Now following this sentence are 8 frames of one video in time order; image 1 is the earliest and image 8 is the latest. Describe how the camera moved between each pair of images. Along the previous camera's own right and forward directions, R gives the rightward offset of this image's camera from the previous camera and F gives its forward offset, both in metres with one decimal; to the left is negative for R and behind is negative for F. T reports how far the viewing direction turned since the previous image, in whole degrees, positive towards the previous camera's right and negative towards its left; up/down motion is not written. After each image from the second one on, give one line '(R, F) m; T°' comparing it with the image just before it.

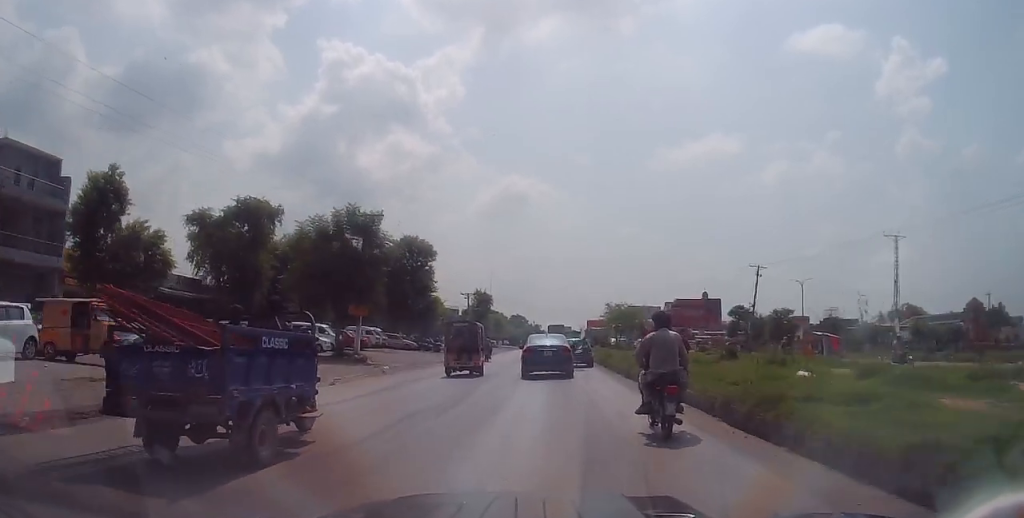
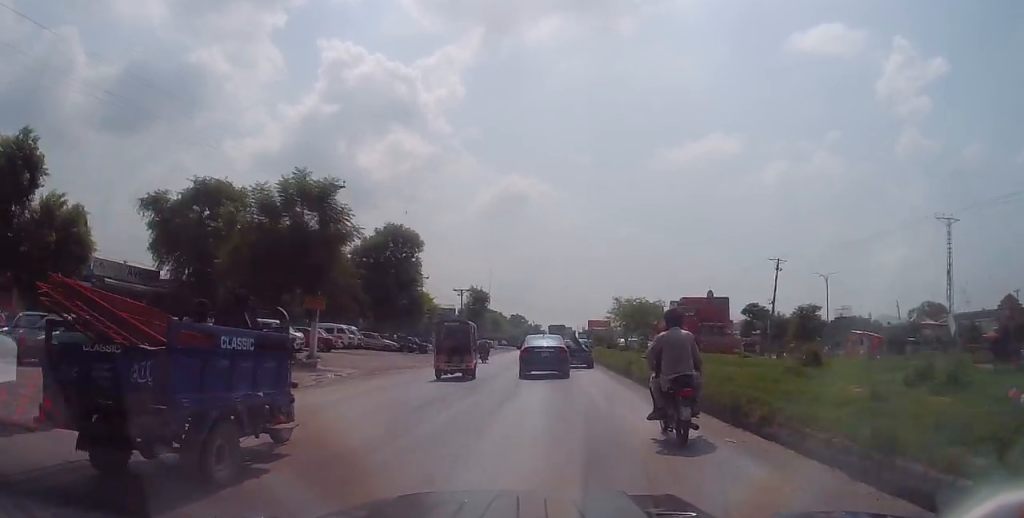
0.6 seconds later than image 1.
(-0.5, +7.4) m; 0°
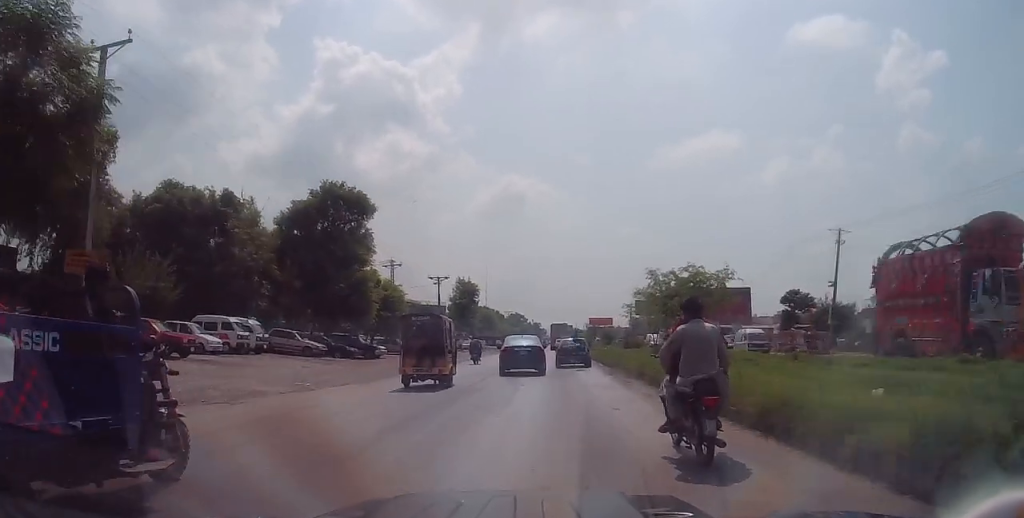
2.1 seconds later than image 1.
(+0.4, +17.5) m; +1°
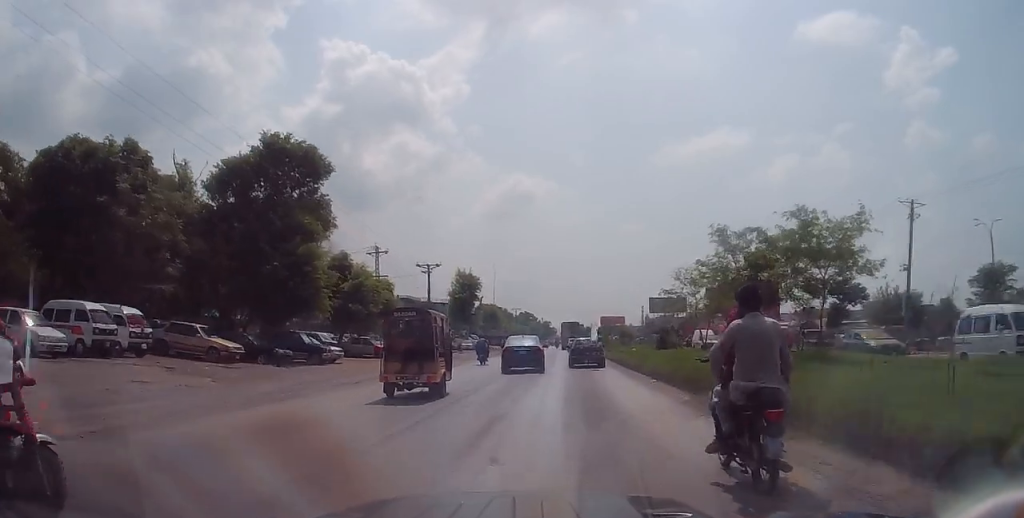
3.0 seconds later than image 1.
(-0.3, +11.5) m; +1°
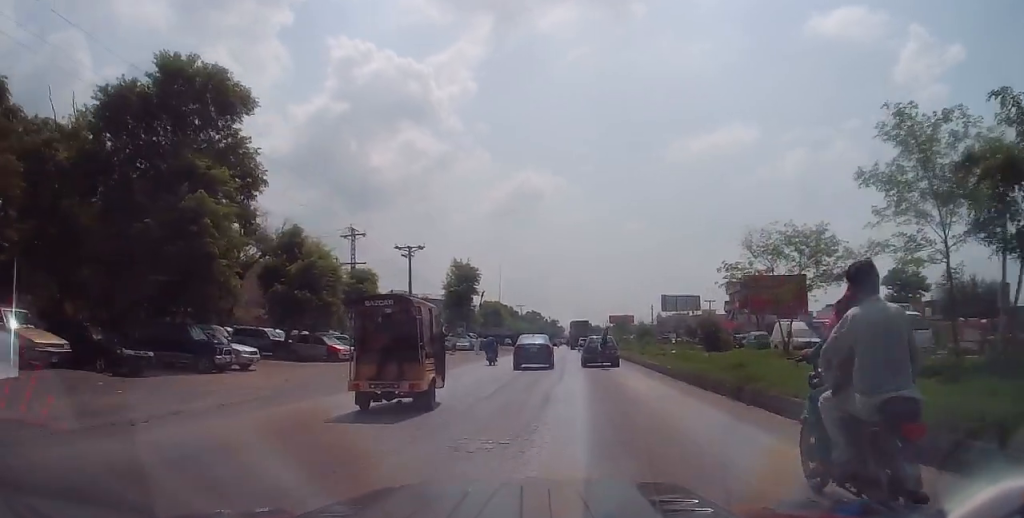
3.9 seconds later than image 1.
(+0.6, +10.9) m; 0°
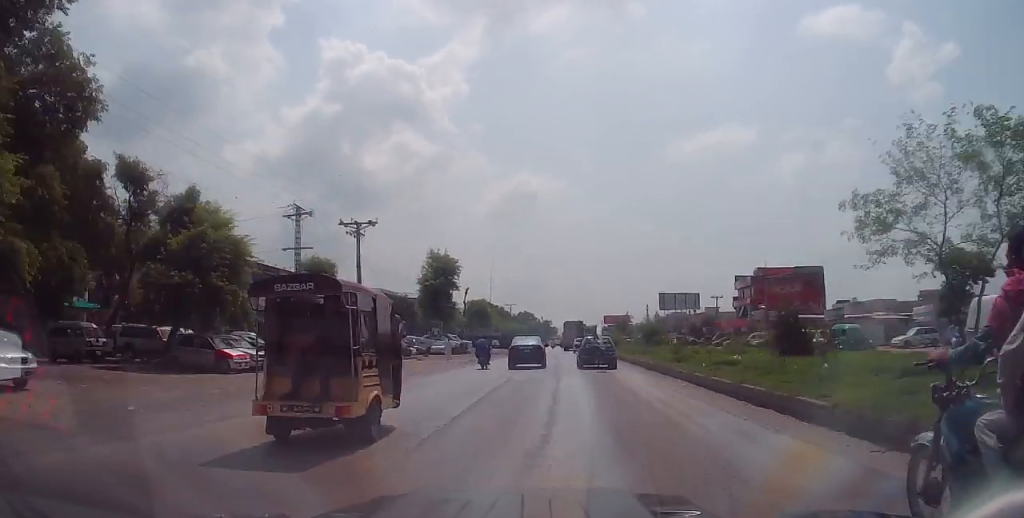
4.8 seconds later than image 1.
(-0.6, +11.2) m; 0°
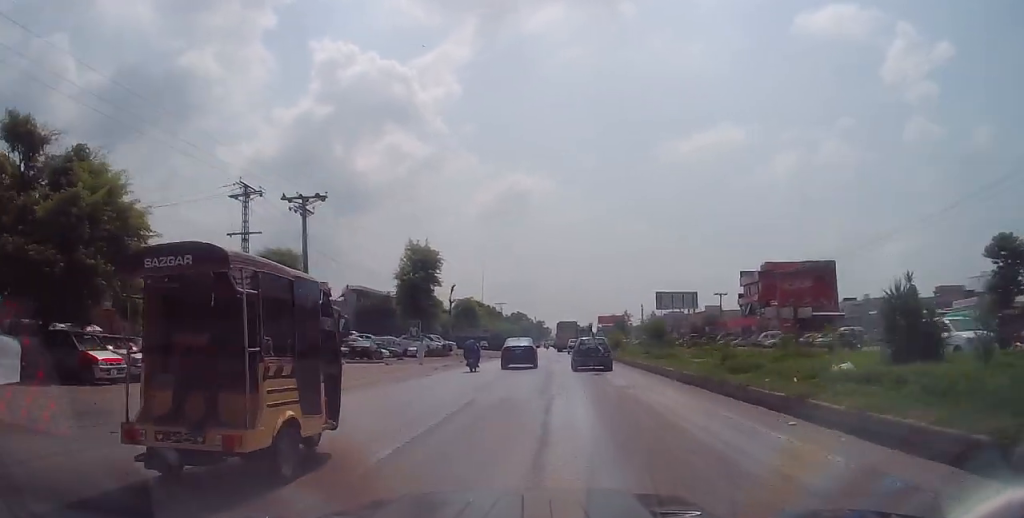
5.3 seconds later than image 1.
(+0.2, +7.4) m; +1°
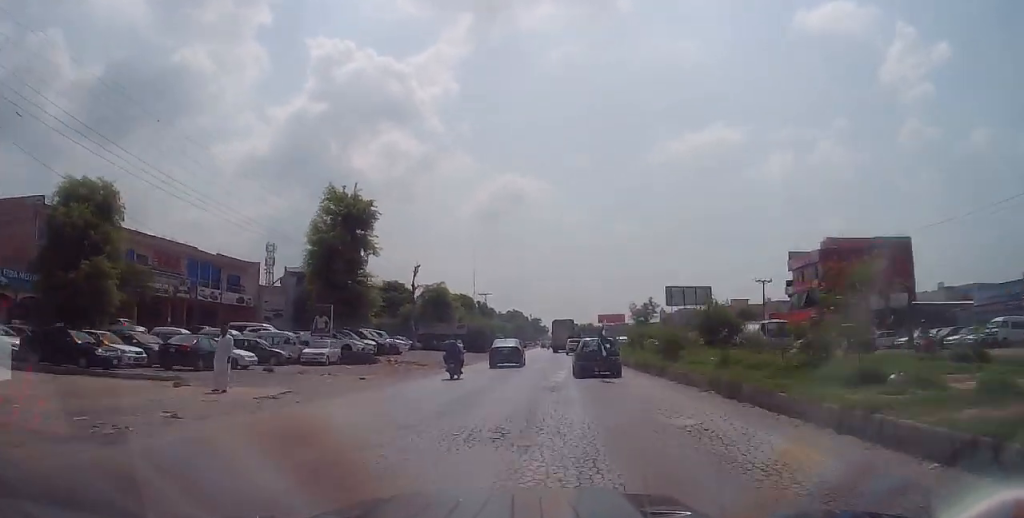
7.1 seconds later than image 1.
(+0.2, +23.6) m; -1°
